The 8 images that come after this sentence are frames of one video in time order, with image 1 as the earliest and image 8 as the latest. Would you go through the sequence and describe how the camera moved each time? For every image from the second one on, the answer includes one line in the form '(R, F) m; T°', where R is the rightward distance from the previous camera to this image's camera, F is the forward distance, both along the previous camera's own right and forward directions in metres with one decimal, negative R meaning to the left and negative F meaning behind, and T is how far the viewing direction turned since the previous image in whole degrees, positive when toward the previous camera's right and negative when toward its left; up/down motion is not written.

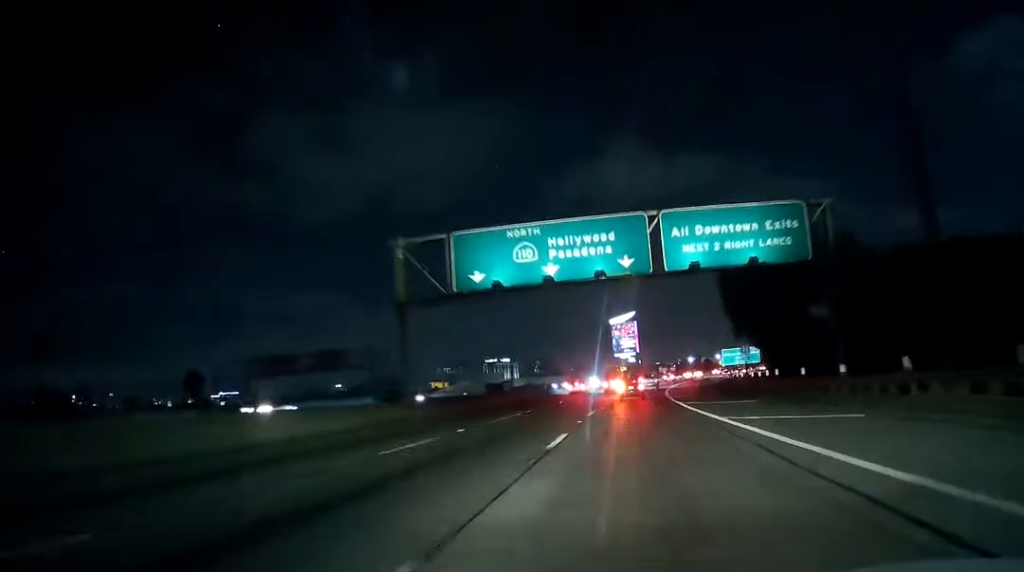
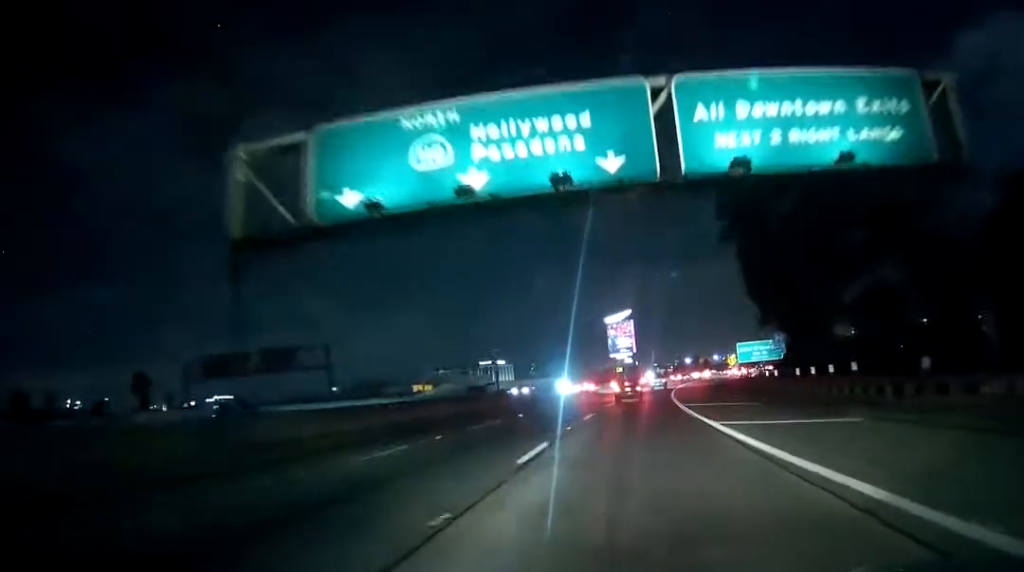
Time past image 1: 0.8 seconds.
(0.0, +17.1) m; 0°
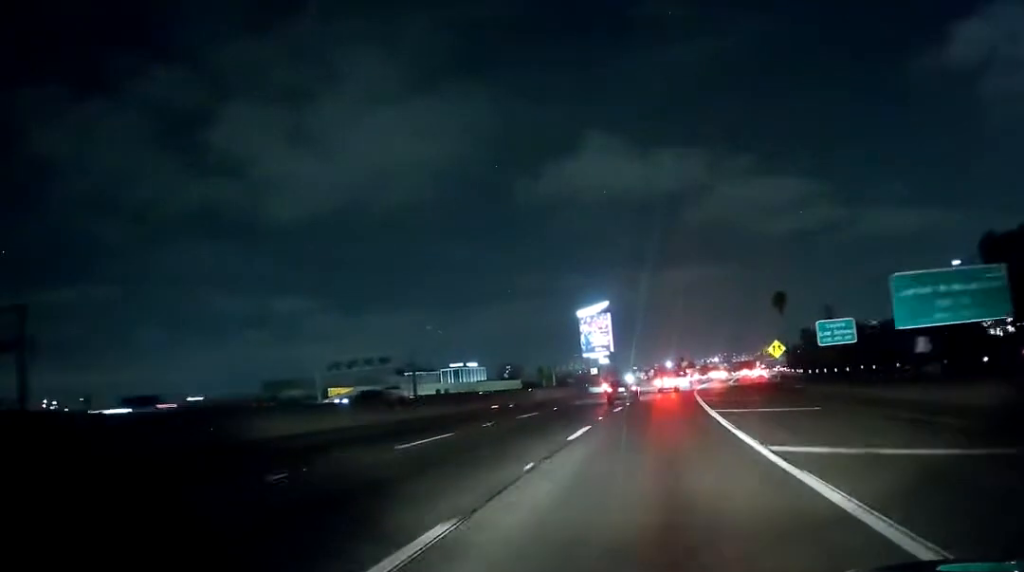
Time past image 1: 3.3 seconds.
(+0.4, +53.4) m; +2°
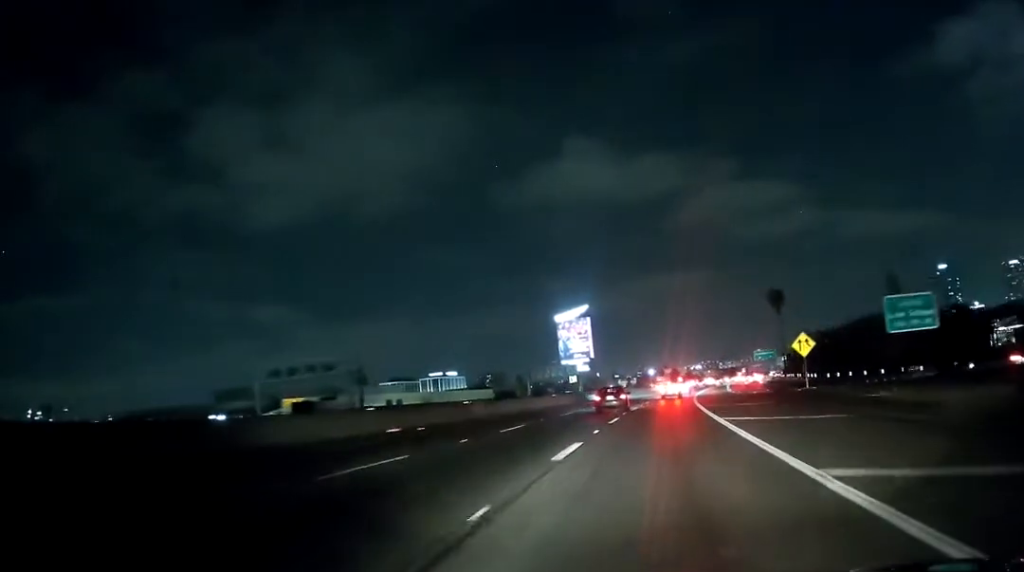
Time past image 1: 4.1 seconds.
(+0.3, +18.2) m; +1°
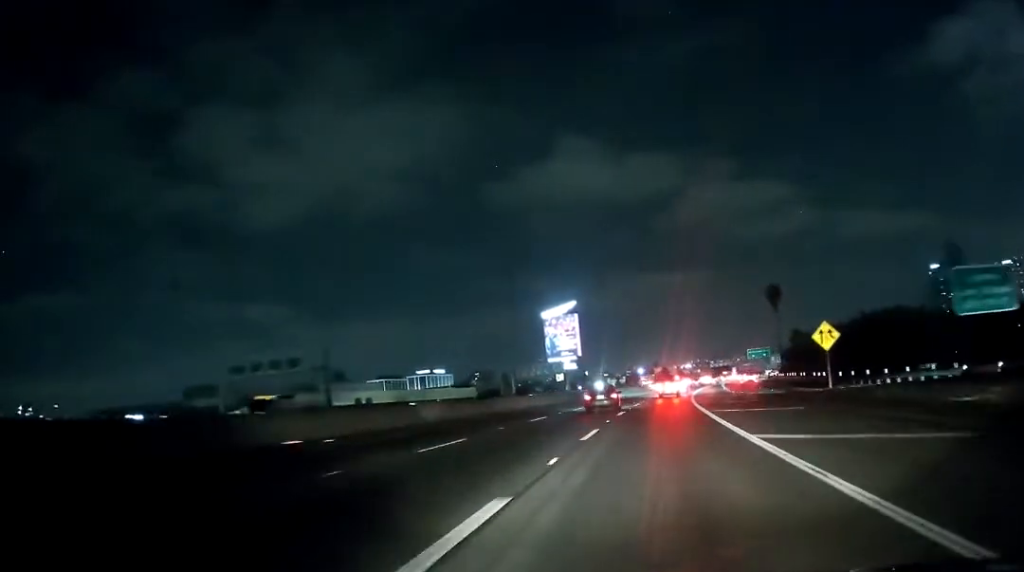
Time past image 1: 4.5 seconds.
(+0.1, +8.9) m; 0°
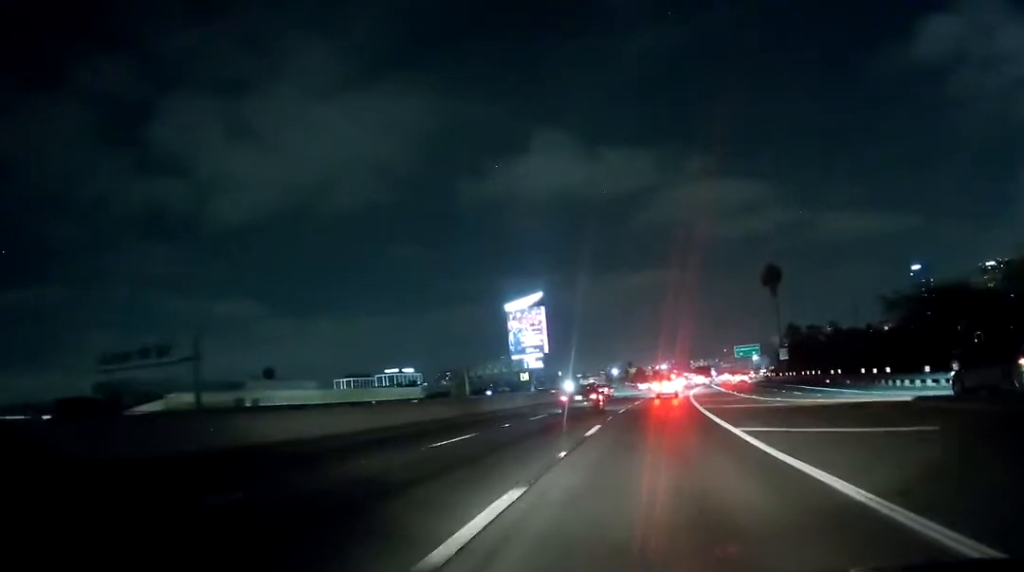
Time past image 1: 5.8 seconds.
(0.0, +29.0) m; +2°
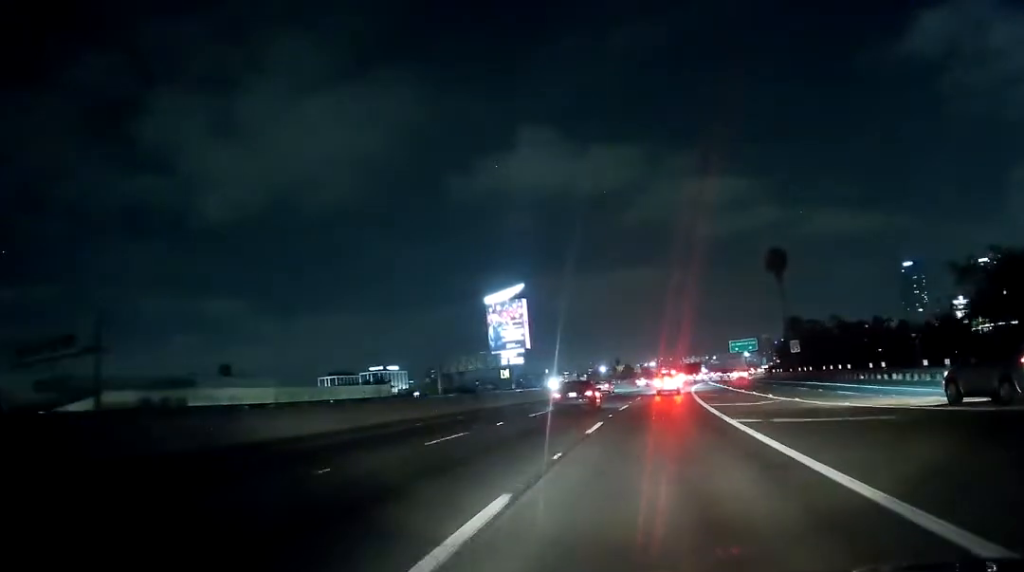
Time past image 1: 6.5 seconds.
(+0.4, +15.5) m; +2°
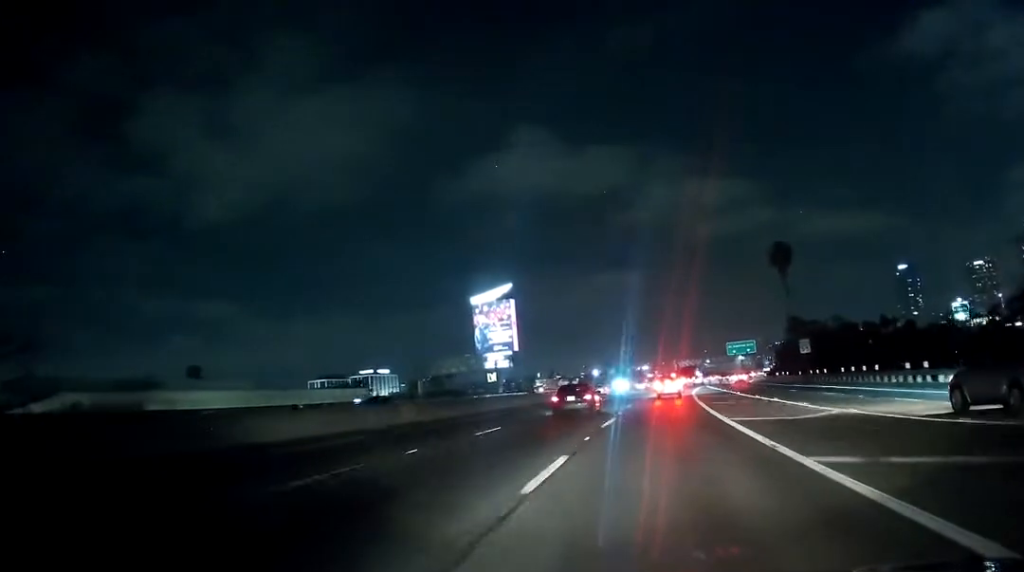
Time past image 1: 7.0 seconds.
(+0.2, +10.3) m; +1°
